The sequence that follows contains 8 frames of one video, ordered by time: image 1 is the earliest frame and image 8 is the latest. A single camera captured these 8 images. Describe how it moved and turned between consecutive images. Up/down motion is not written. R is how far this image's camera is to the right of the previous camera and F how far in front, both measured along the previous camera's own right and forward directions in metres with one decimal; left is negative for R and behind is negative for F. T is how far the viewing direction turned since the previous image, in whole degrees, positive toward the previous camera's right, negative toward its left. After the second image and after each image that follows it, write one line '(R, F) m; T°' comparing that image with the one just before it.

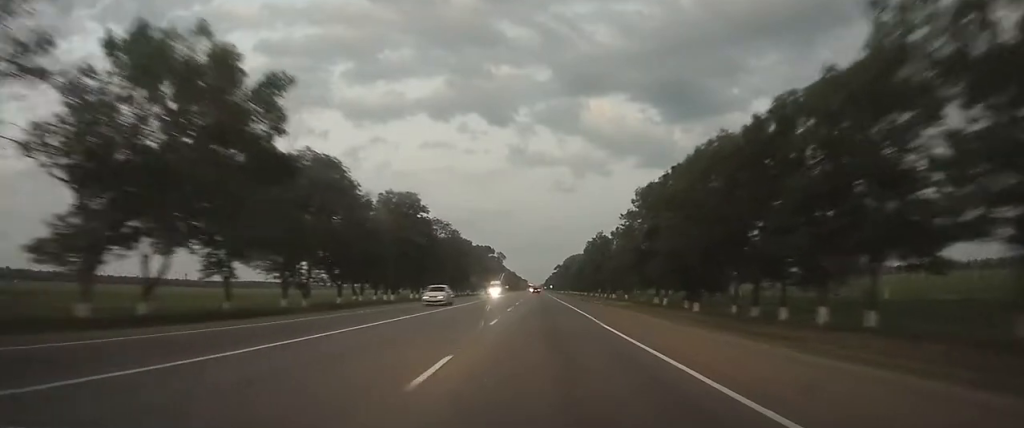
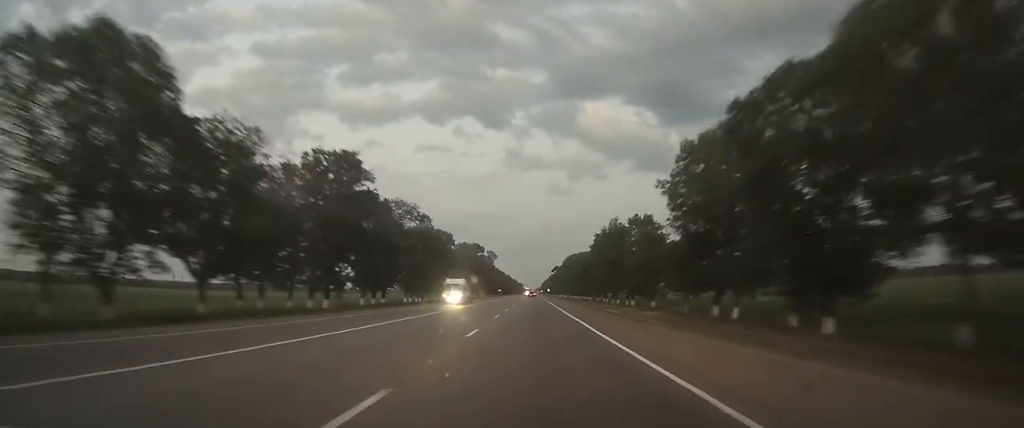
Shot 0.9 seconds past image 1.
(0.0, +27.3) m; 0°
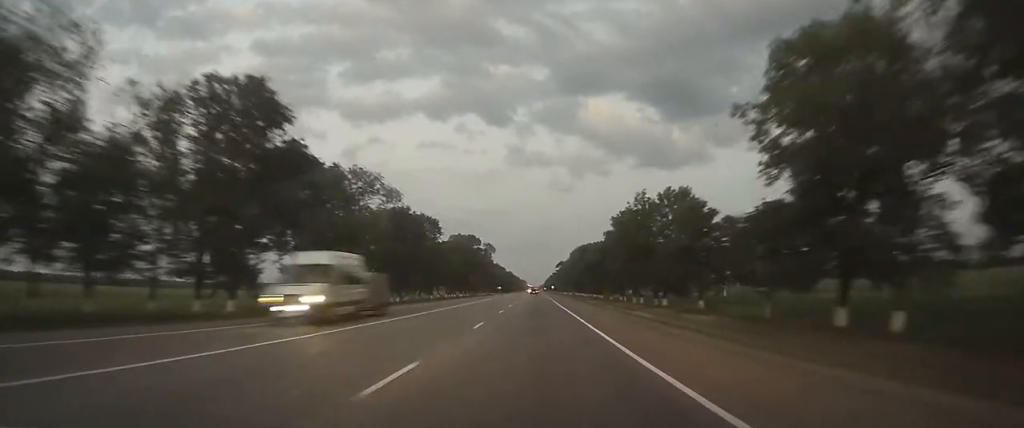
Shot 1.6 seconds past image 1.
(0.0, +21.2) m; 0°
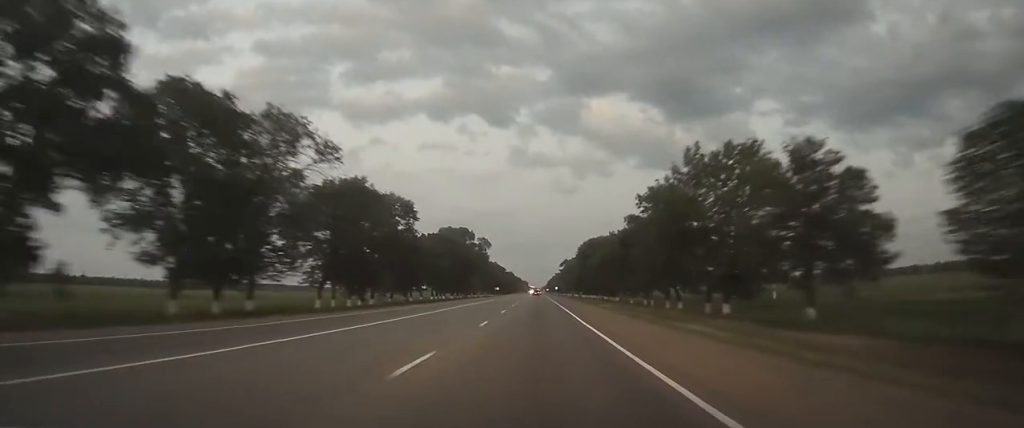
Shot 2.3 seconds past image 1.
(0.0, +22.3) m; 0°
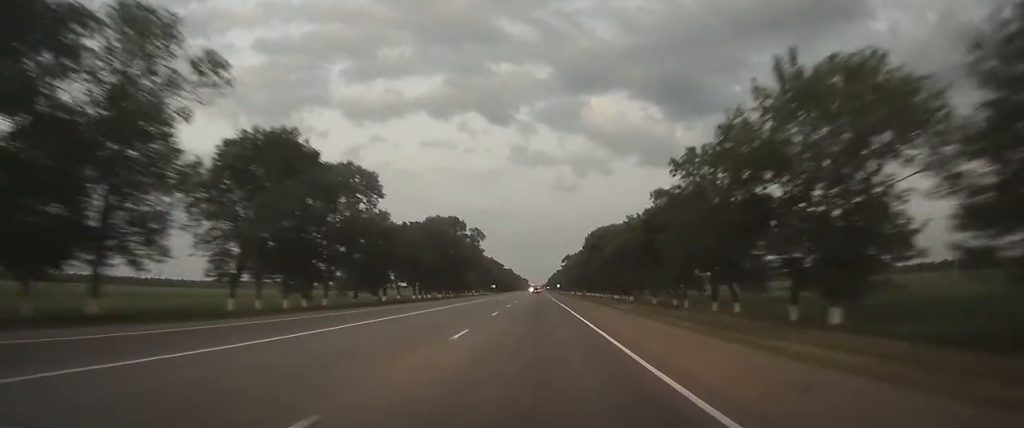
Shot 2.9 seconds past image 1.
(0.0, +18.3) m; 0°
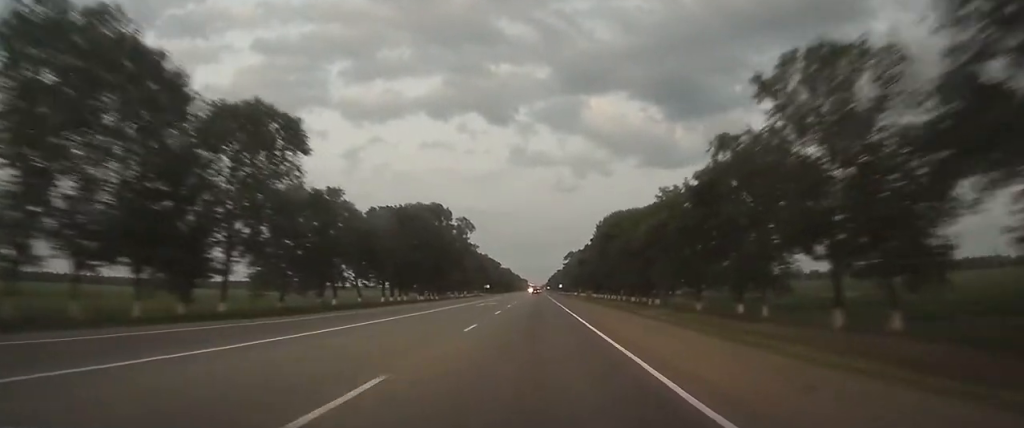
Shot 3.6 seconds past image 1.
(-0.1, +21.3) m; 0°
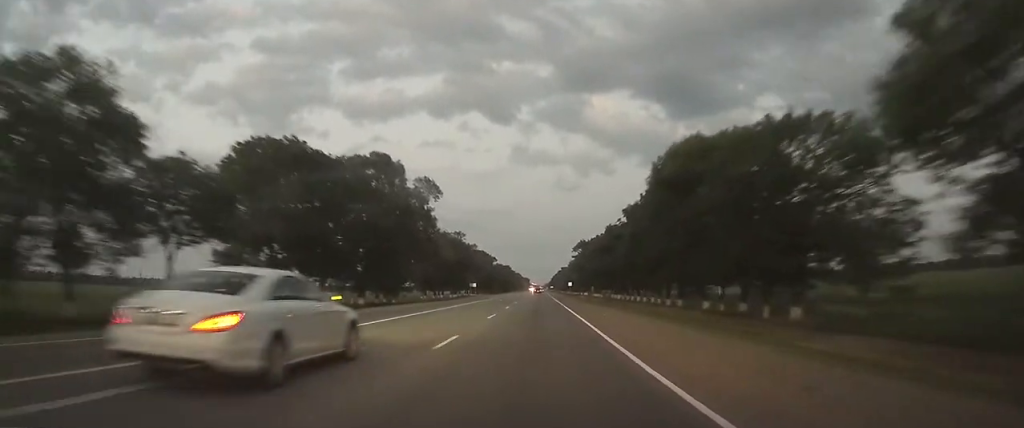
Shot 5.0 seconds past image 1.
(-0.1, +40.7) m; 0°
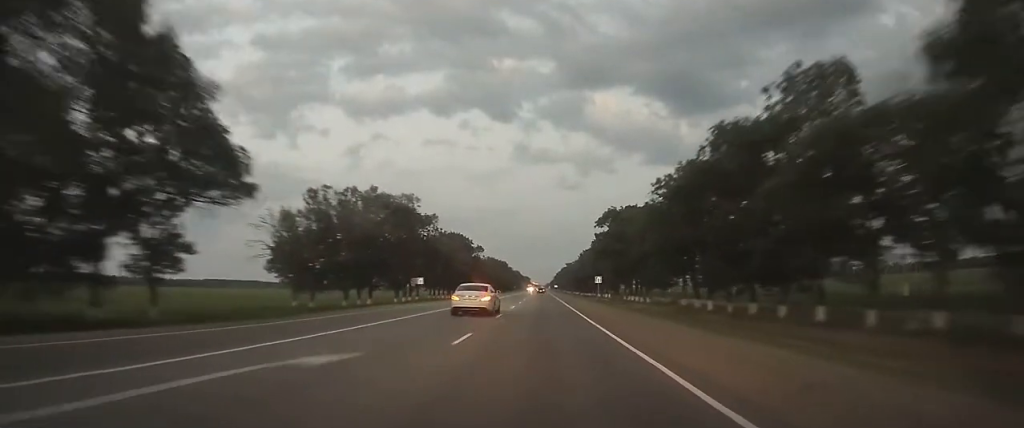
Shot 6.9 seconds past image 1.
(-0.1, +59.2) m; 0°
